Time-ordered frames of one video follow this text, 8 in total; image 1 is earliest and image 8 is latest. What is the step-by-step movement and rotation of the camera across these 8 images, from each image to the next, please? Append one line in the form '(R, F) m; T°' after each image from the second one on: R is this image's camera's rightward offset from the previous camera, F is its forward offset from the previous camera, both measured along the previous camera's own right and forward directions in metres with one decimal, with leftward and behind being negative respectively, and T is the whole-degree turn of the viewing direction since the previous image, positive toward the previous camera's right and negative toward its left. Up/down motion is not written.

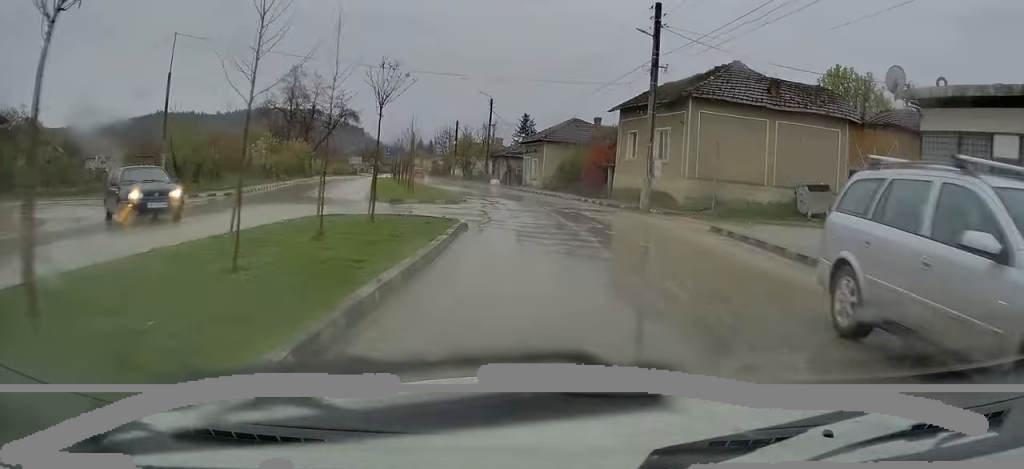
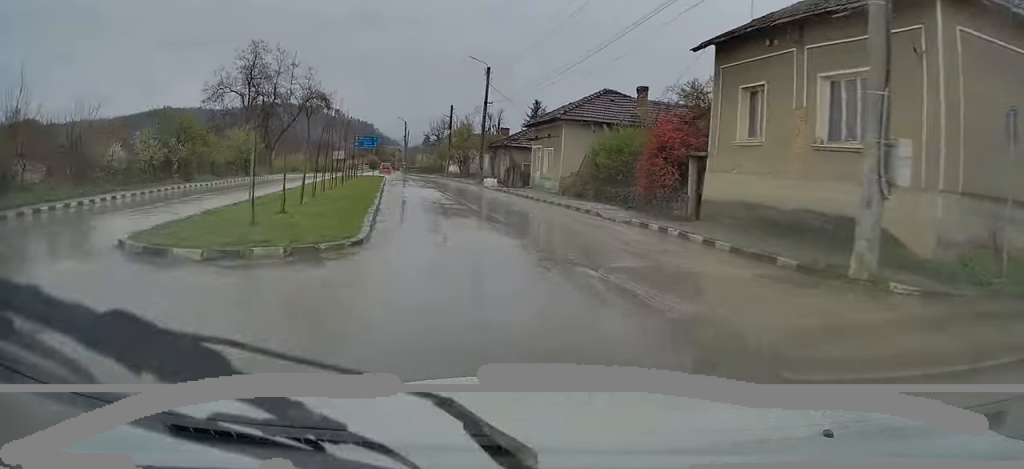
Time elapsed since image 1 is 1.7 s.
(0.0, +16.8) m; -3°
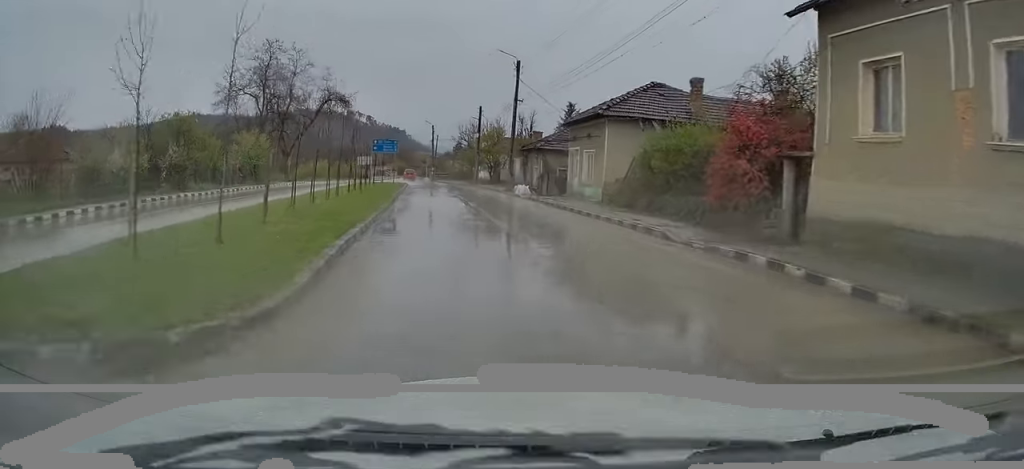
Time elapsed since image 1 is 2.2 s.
(0.0, +4.6) m; -2°
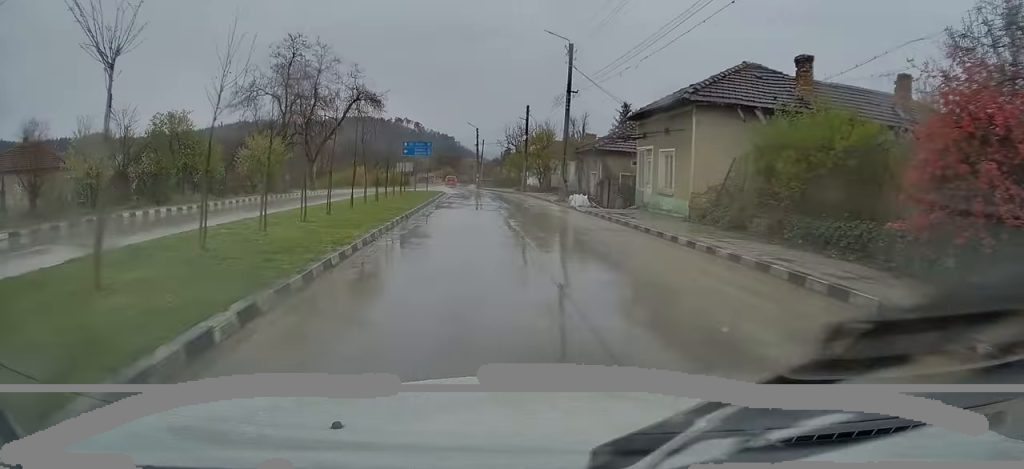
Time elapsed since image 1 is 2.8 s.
(-0.2, +6.9) m; -4°
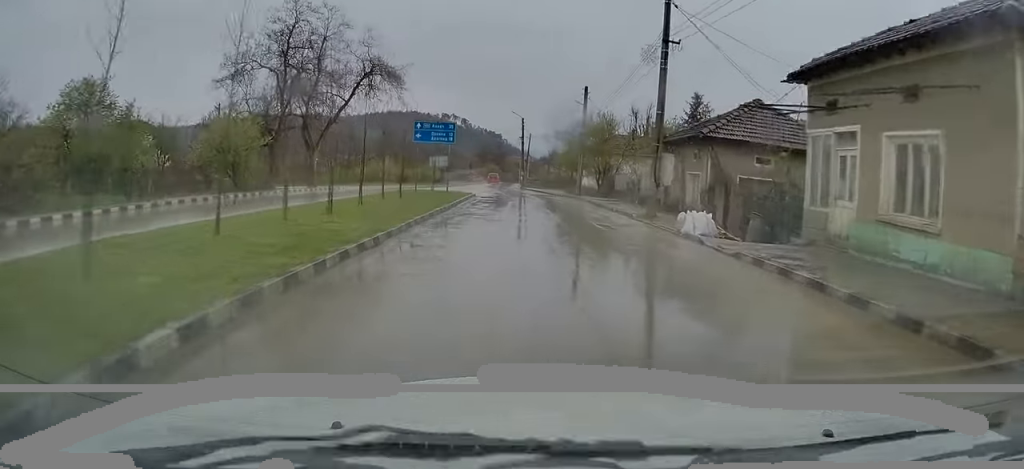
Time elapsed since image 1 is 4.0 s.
(-0.7, +12.2) m; -5°
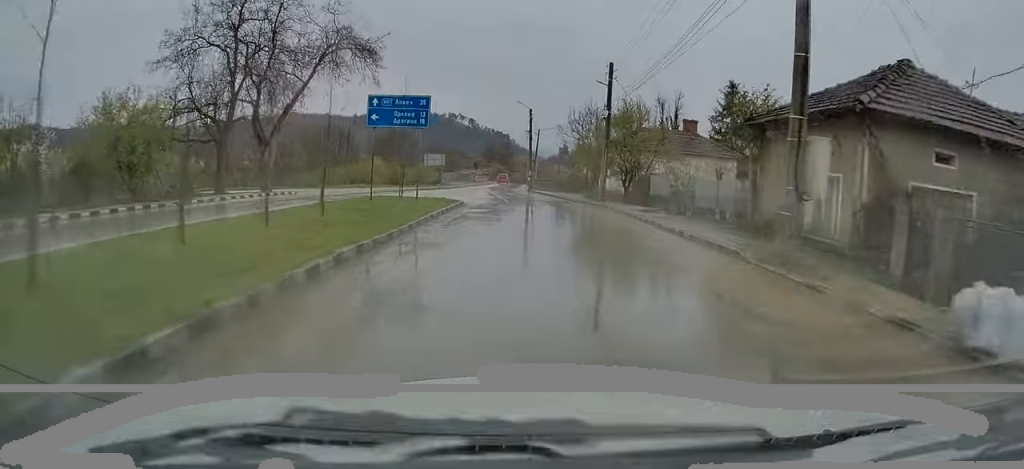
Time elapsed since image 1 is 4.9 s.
(-0.2, +10.0) m; -1°
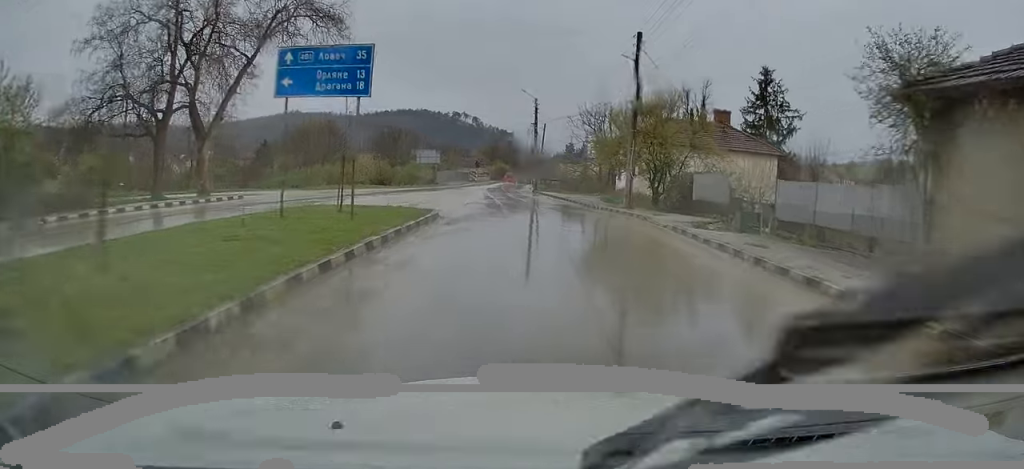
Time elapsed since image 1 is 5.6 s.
(0.0, +7.9) m; -1°
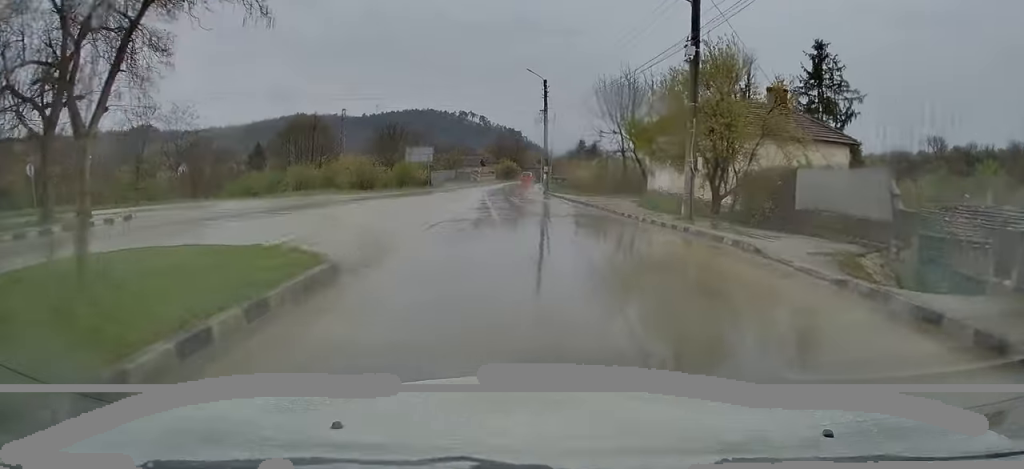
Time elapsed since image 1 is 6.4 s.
(0.0, +9.5) m; -2°
